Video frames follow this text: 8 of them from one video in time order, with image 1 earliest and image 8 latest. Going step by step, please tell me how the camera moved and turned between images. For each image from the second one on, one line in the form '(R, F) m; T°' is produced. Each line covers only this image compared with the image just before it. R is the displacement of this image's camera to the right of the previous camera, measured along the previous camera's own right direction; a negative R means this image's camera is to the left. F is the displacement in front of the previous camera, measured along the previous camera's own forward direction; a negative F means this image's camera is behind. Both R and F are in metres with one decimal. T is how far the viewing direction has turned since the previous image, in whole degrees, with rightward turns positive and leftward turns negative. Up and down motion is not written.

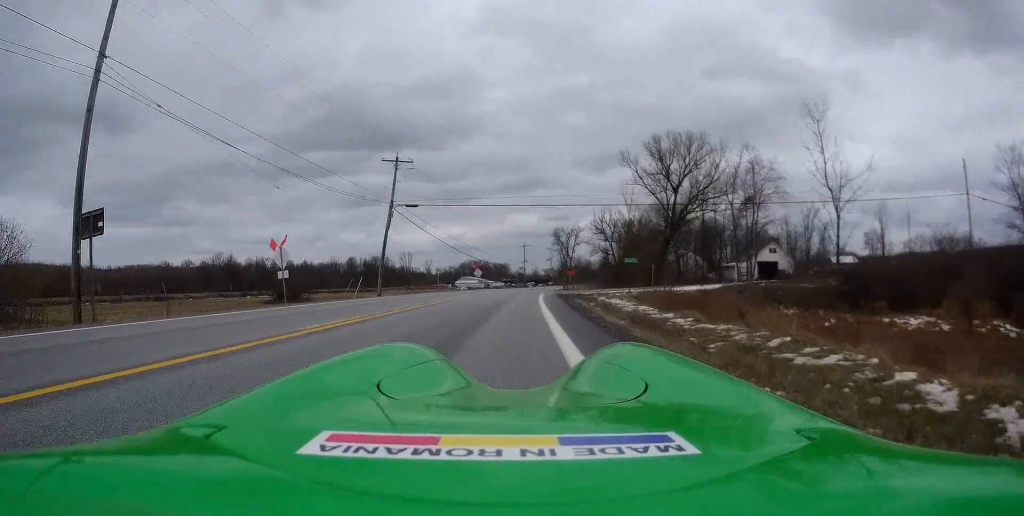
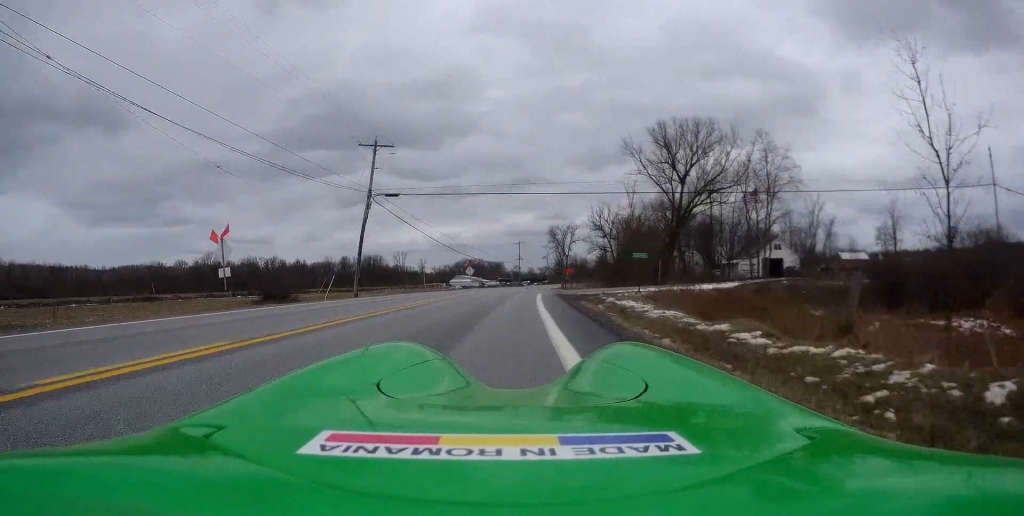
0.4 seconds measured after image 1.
(+0.1, +4.8) m; 0°
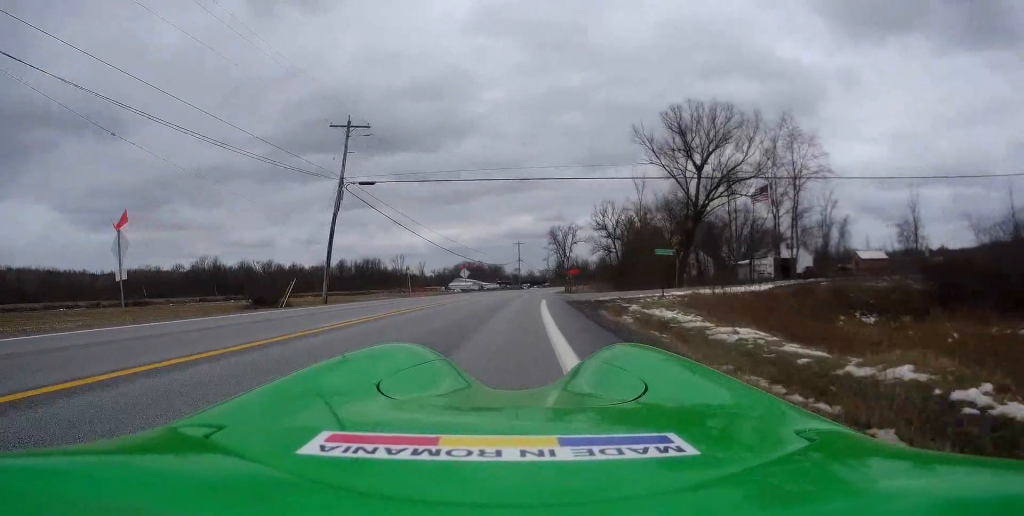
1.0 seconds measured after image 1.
(0.0, +6.2) m; 0°
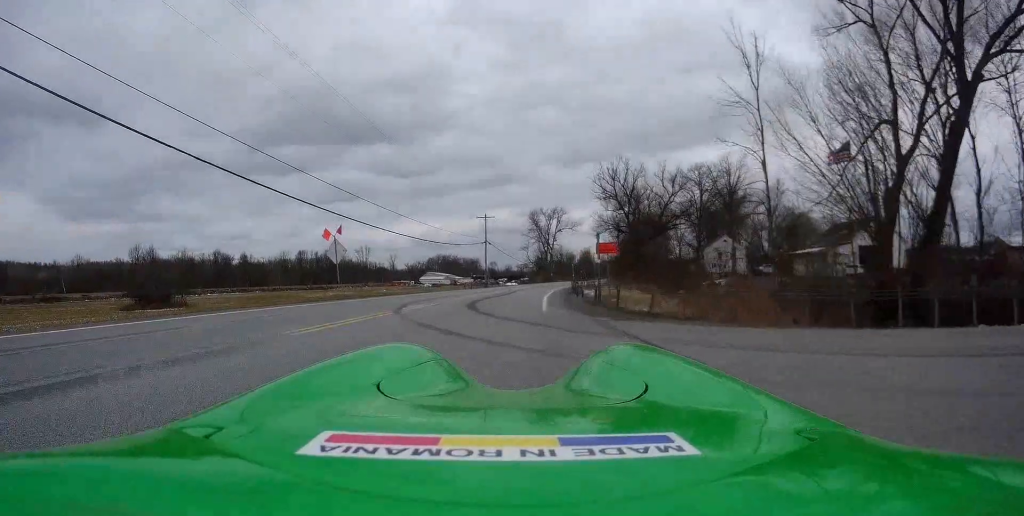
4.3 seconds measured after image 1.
(+0.8, +38.7) m; 0°
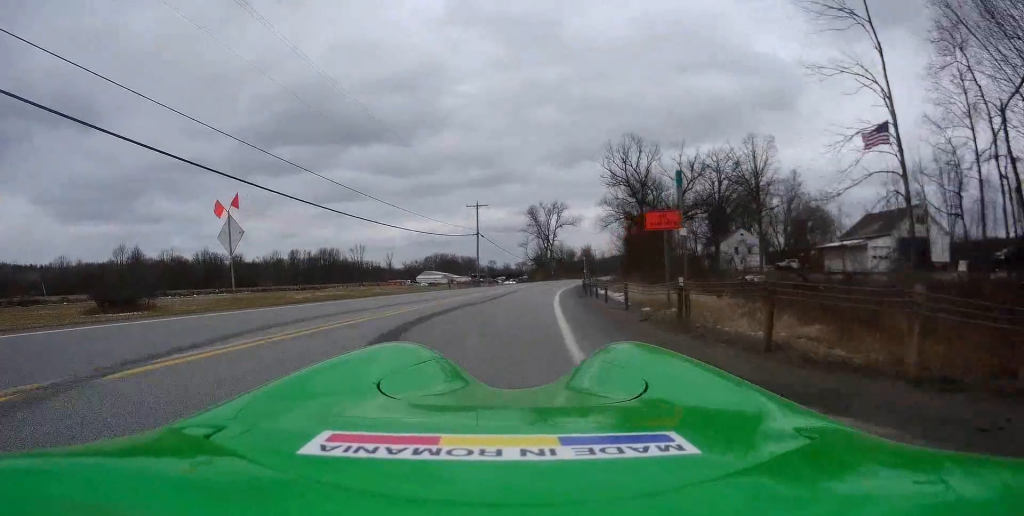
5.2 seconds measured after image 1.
(-0.1, +10.2) m; +1°
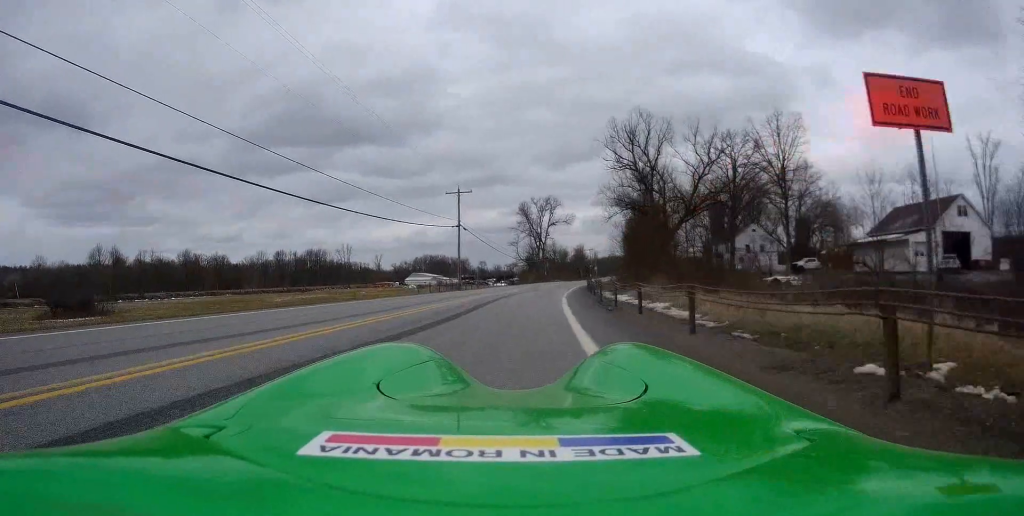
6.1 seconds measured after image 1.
(+0.2, +10.2) m; +2°
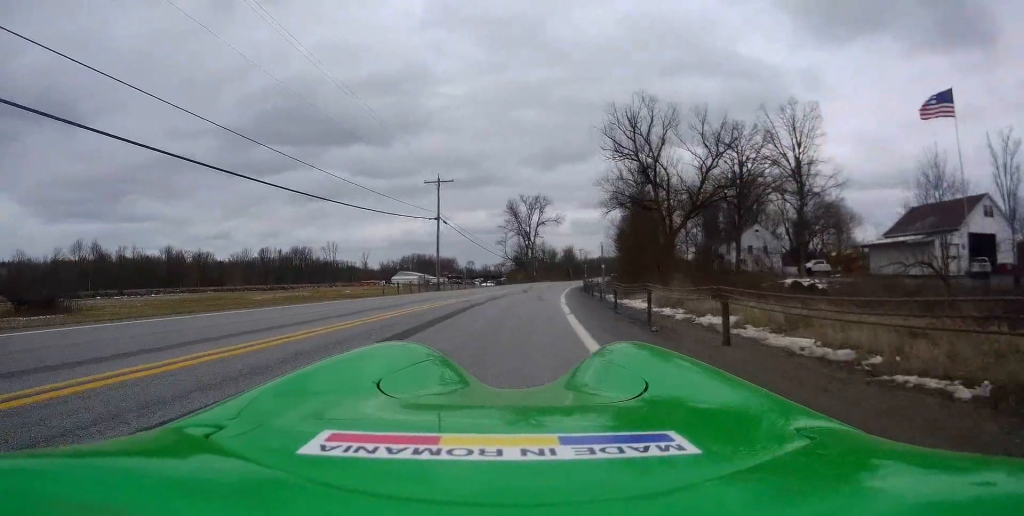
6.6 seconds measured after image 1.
(+0.1, +6.3) m; +1°
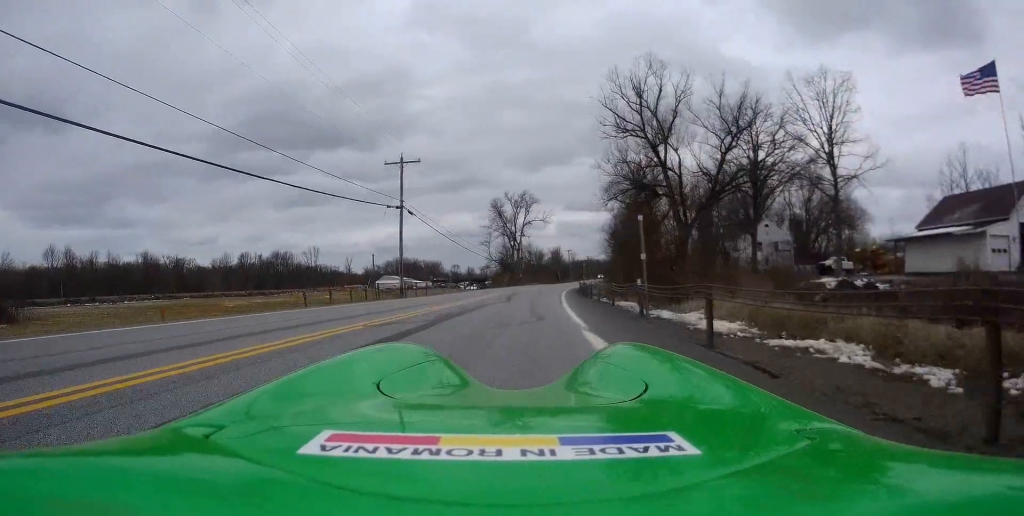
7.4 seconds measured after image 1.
(0.0, +9.2) m; +2°
